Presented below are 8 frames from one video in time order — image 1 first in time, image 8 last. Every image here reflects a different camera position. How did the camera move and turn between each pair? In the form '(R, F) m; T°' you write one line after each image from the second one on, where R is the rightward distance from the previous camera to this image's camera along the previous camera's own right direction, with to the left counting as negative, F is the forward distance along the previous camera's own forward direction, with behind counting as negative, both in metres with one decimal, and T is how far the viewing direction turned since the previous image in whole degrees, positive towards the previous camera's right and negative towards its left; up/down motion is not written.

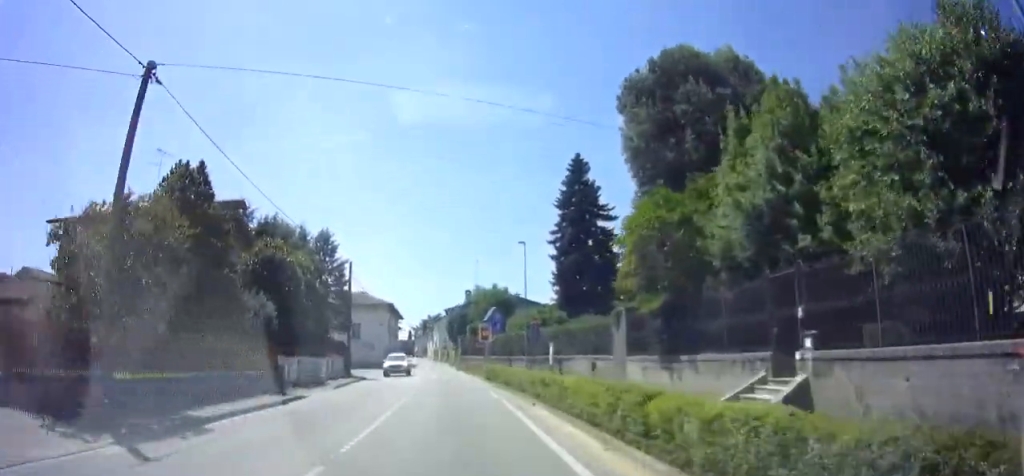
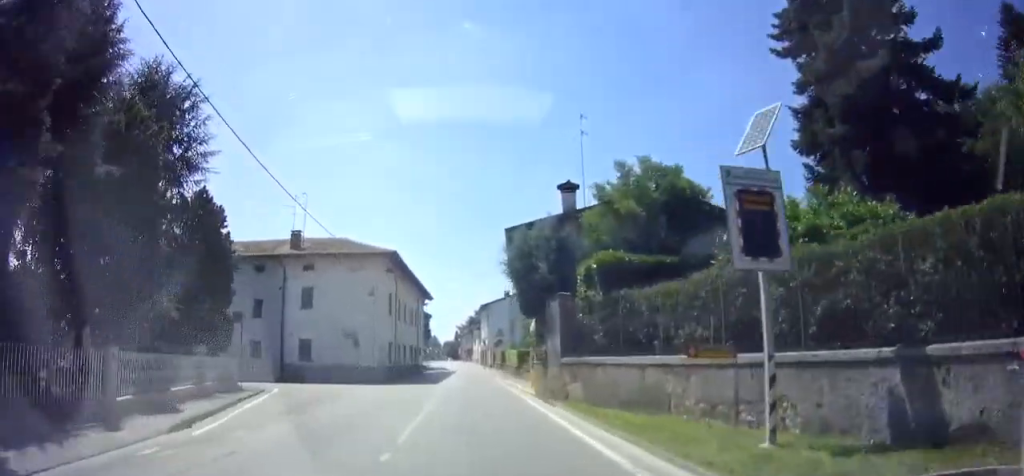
(-1.4, +34.1) m; -1°
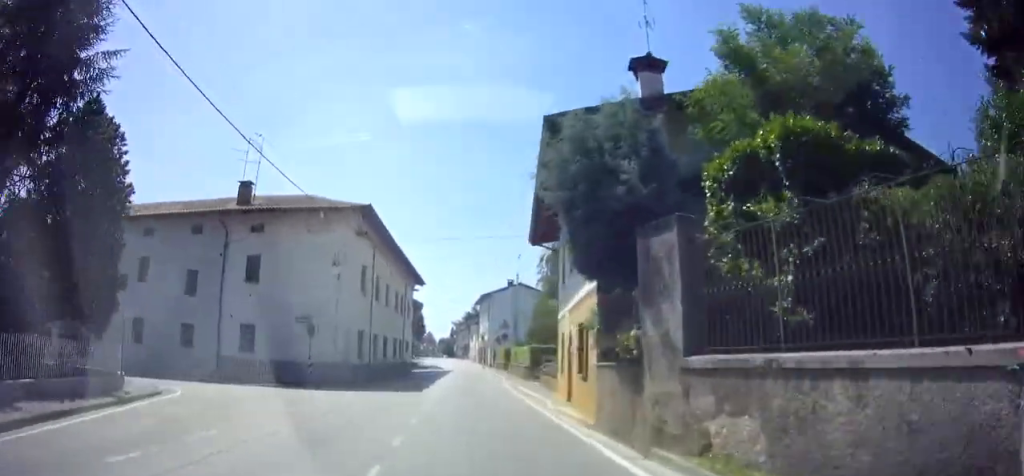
(0.0, +9.2) m; +1°
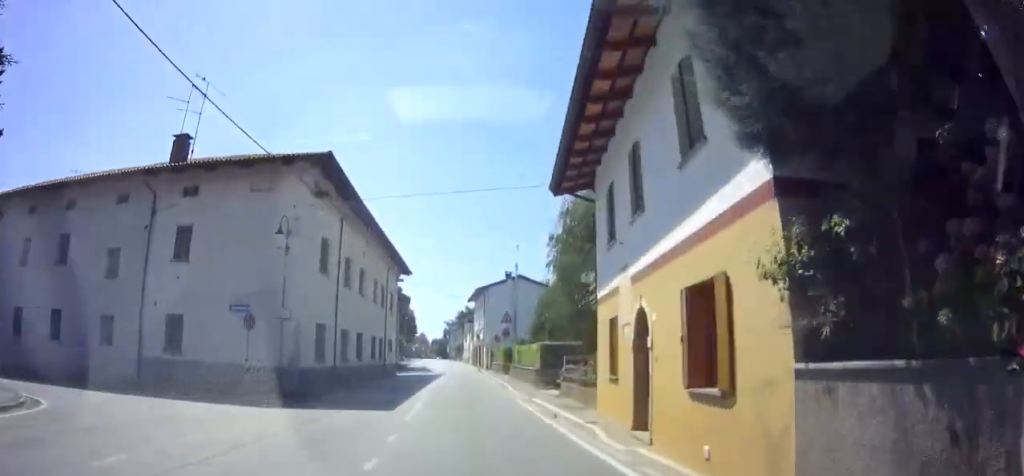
(+0.2, +6.6) m; 0°
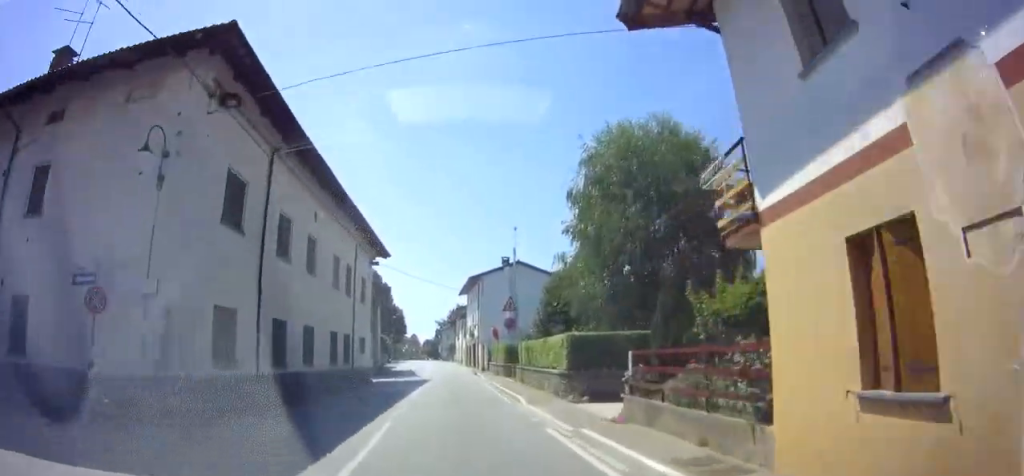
(0.0, +8.4) m; -1°
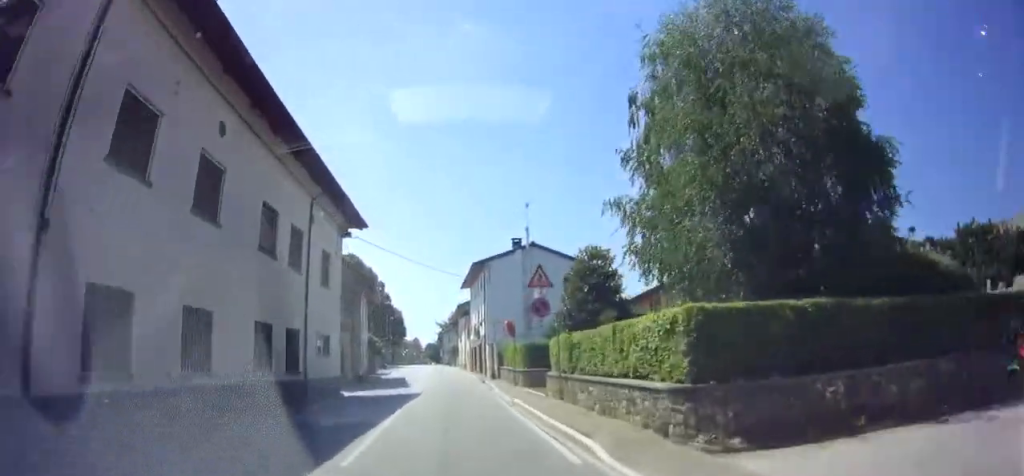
(-0.1, +8.8) m; -3°
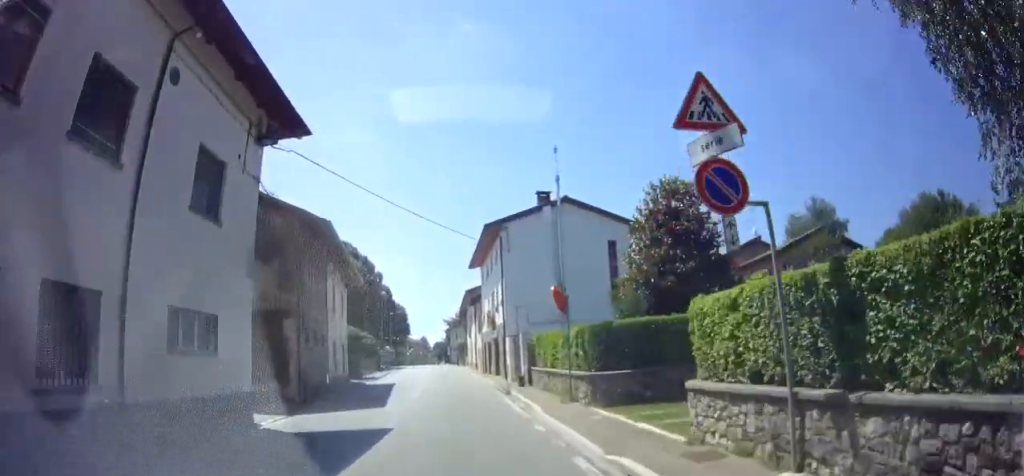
(-0.4, +11.0) m; -1°
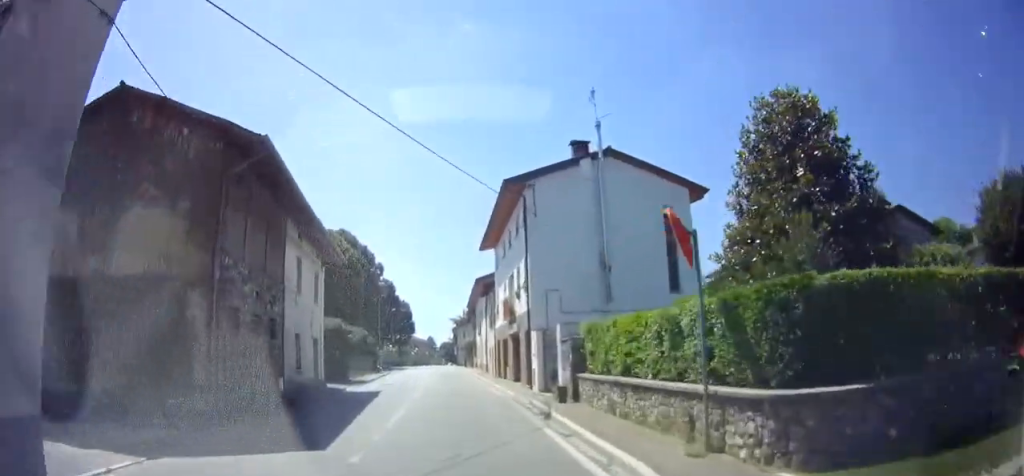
(0.0, +7.6) m; 0°
